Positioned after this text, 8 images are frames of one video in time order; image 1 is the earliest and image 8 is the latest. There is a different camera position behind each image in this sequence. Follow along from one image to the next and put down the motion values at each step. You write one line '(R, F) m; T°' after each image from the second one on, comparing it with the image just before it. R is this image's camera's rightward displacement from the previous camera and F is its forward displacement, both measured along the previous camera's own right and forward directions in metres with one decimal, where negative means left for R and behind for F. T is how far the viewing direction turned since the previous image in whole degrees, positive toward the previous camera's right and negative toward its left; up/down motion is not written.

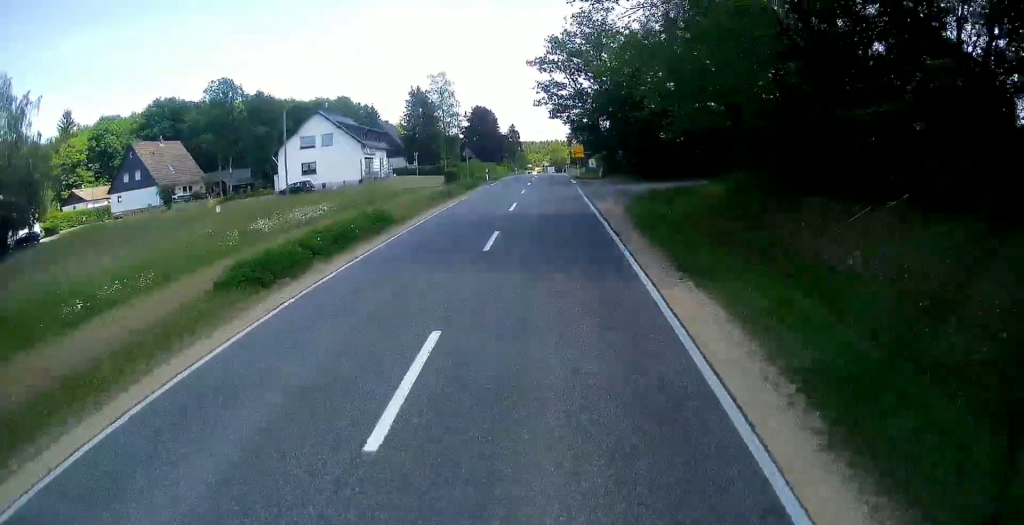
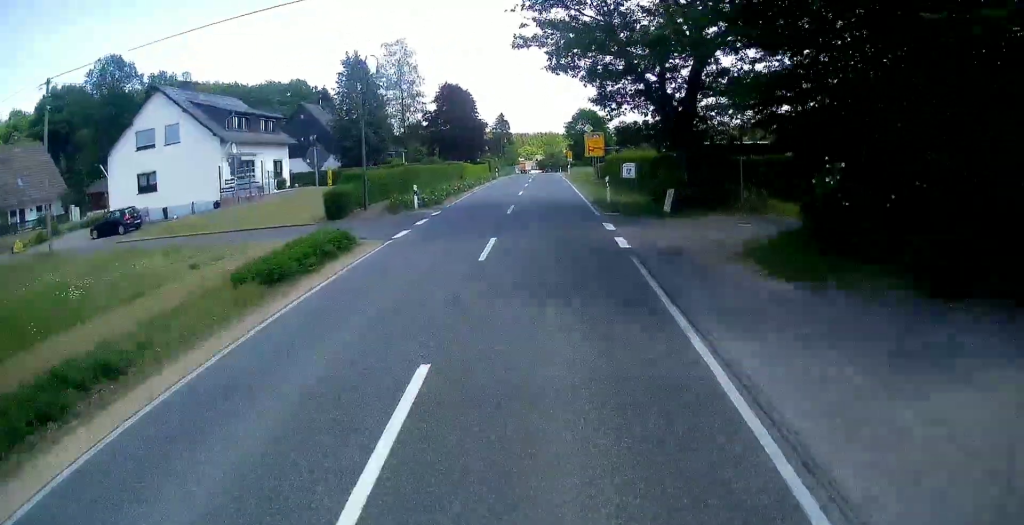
(+0.1, +28.5) m; +2°
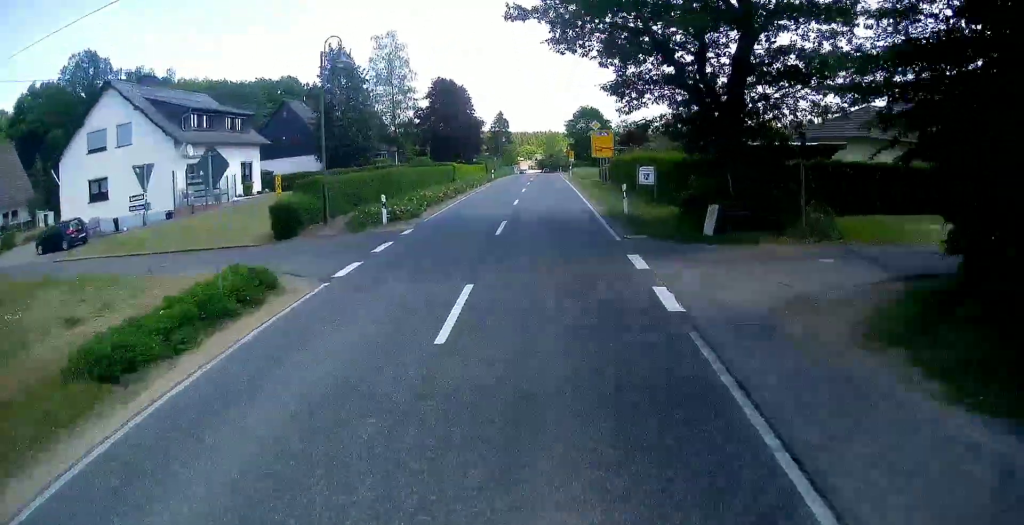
(0.0, +5.1) m; 0°
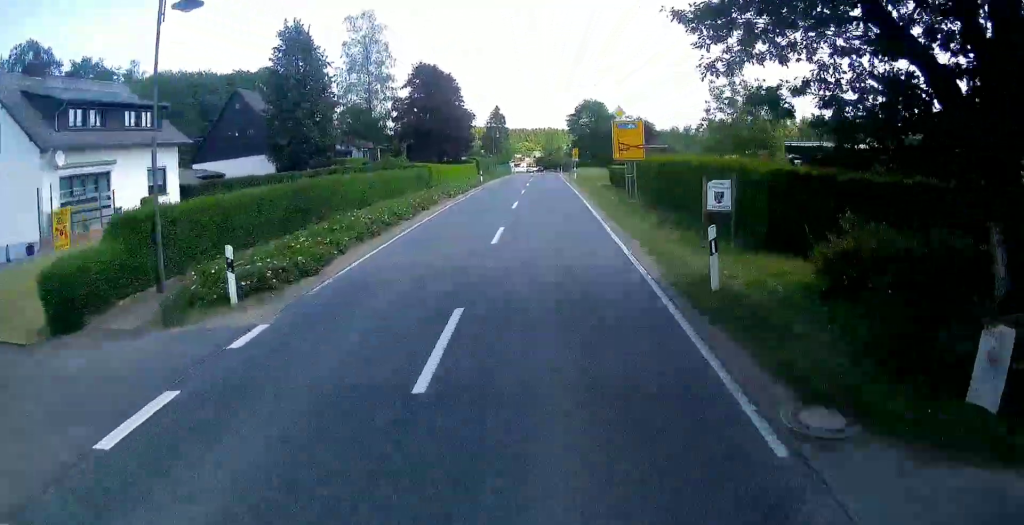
(+0.1, +10.4) m; +1°
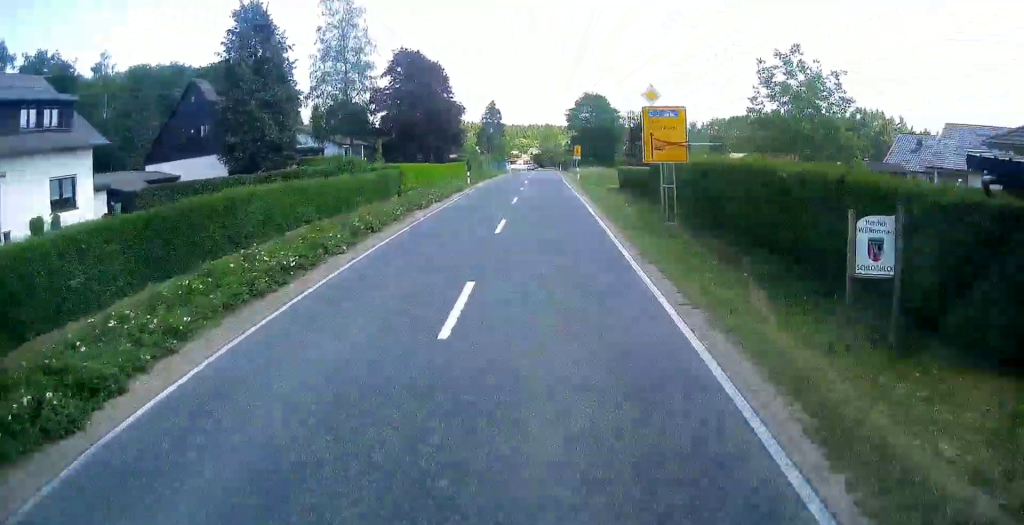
(0.0, +7.3) m; 0°
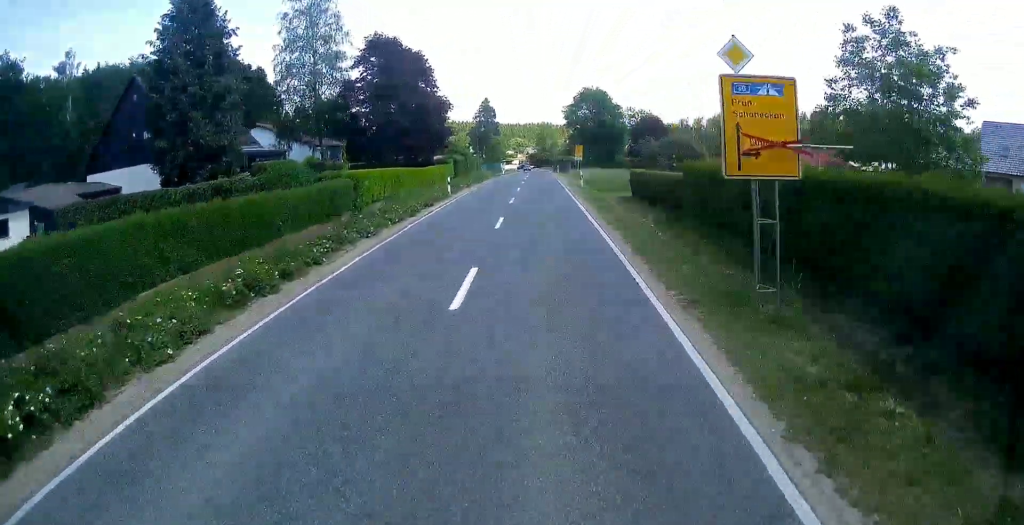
(0.0, +7.4) m; 0°
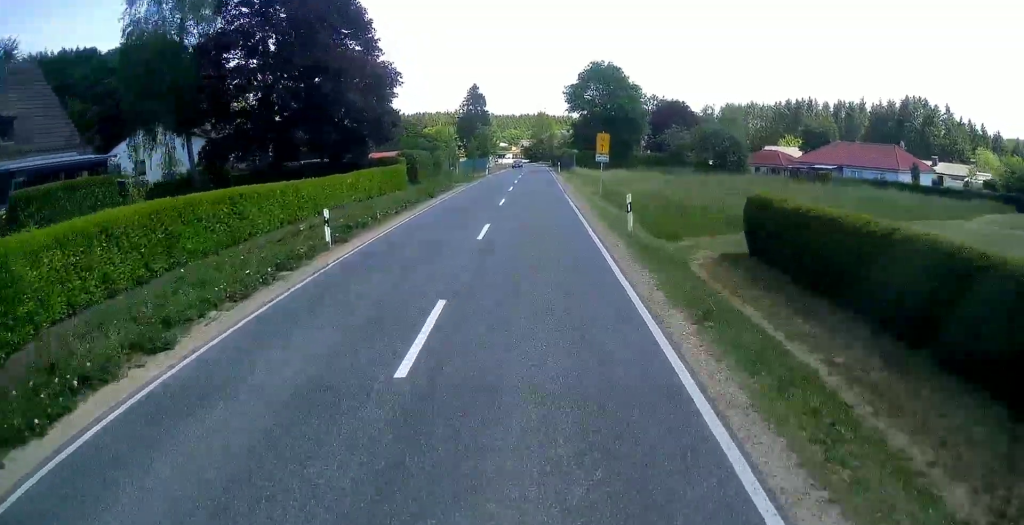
(0.0, +20.1) m; 0°
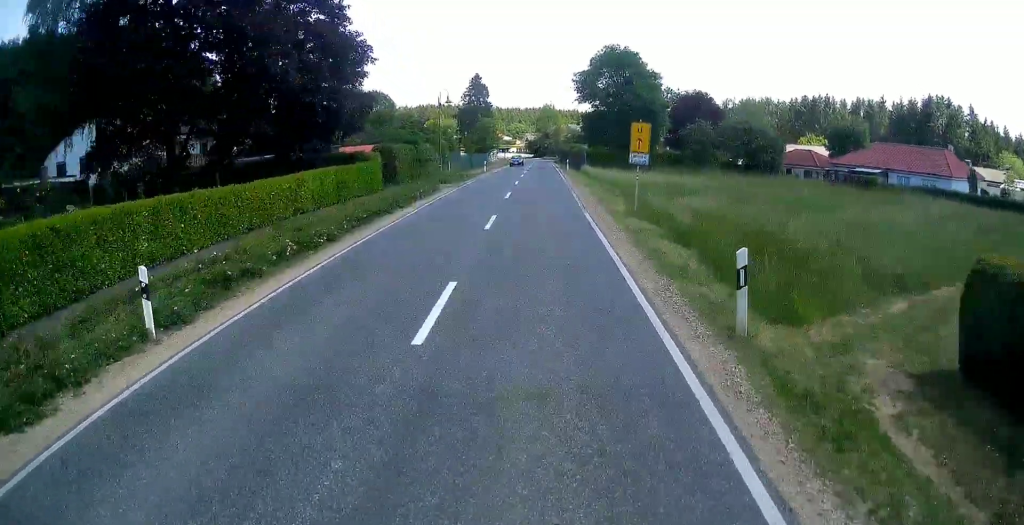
(0.0, +8.1) m; 0°
